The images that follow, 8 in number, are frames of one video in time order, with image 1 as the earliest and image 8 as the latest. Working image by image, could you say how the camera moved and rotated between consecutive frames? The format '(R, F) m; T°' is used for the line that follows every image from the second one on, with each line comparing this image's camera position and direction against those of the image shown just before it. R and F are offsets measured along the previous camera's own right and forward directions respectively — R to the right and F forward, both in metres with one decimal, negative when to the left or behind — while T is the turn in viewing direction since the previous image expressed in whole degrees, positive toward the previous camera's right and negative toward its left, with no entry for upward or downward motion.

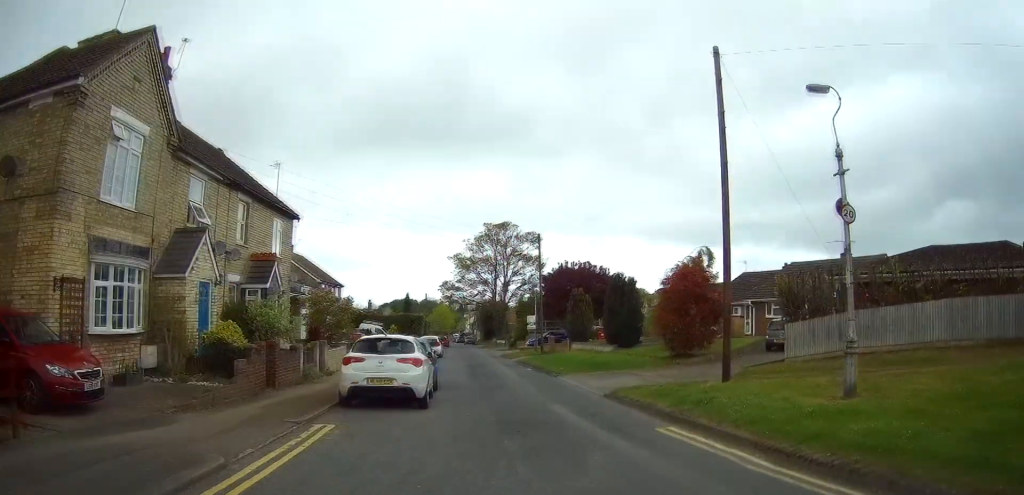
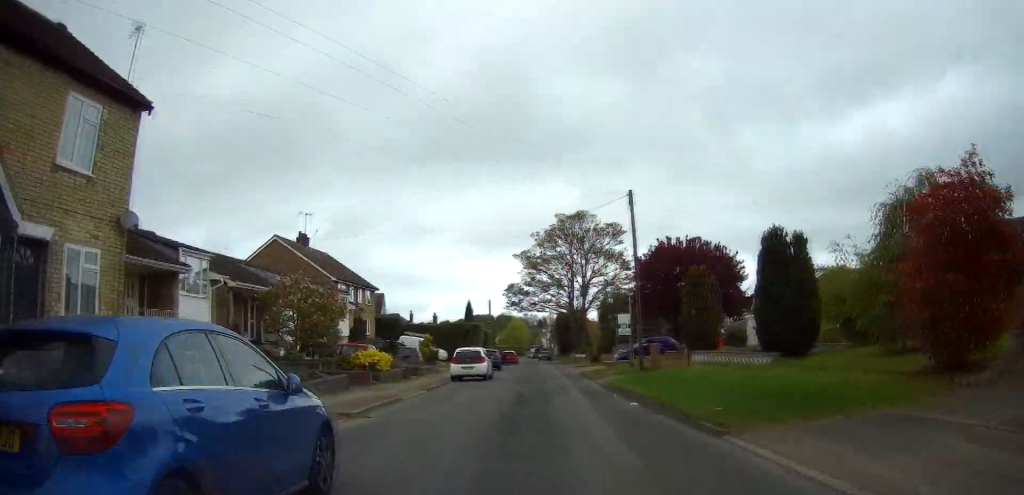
(+0.5, +16.4) m; -2°
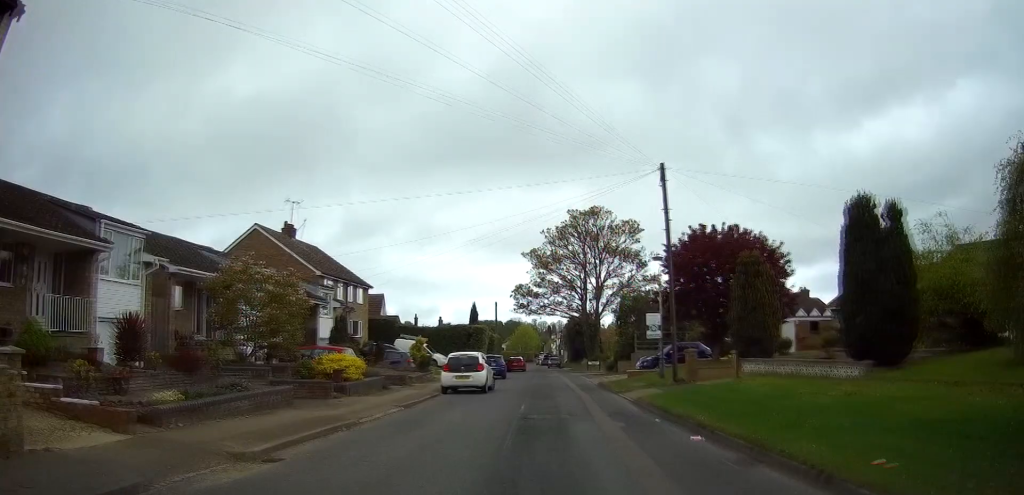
(-0.3, +5.9) m; -4°
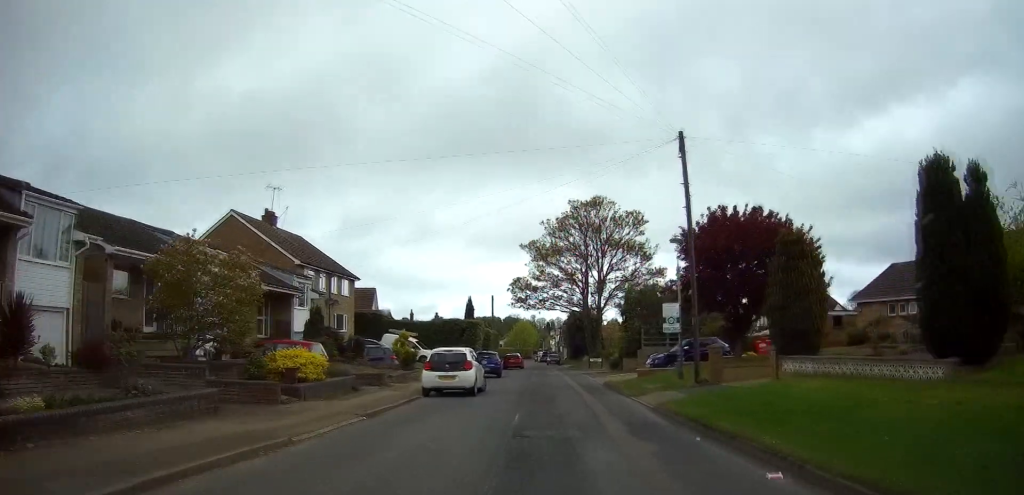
(-0.2, +3.9) m; -2°
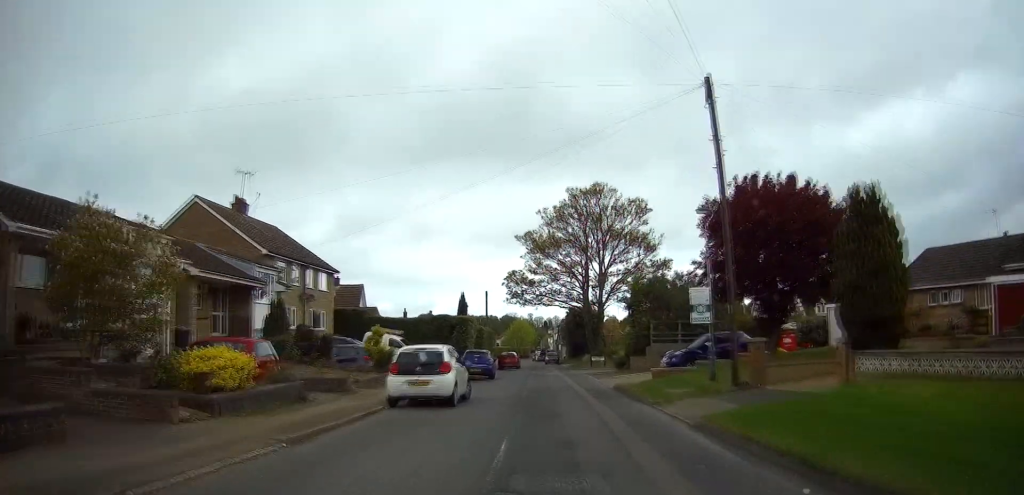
(0.0, +4.8) m; -1°
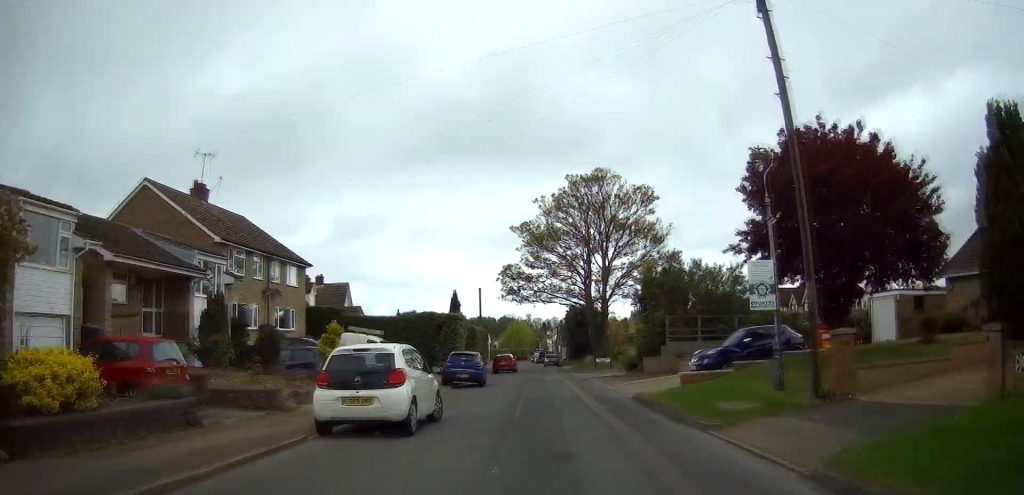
(0.0, +5.6) m; -1°
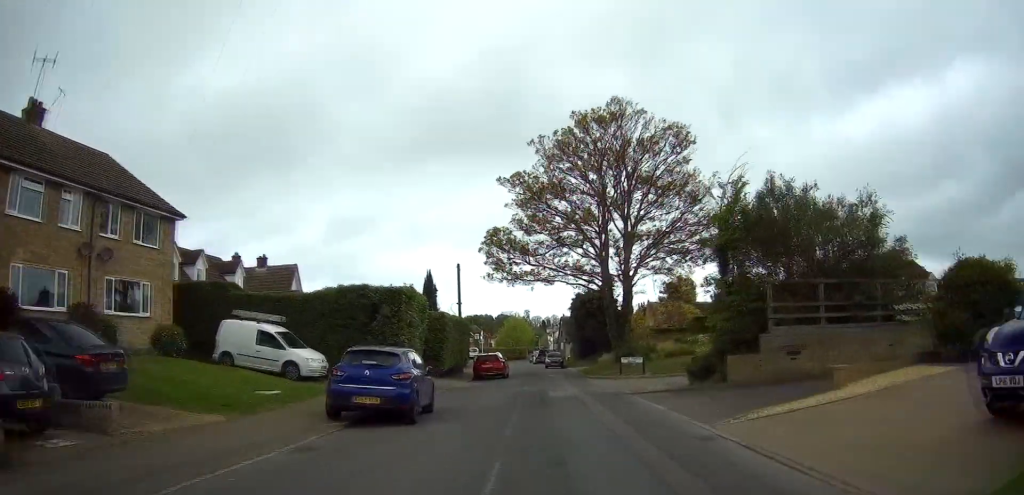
(-0.3, +16.4) m; +4°
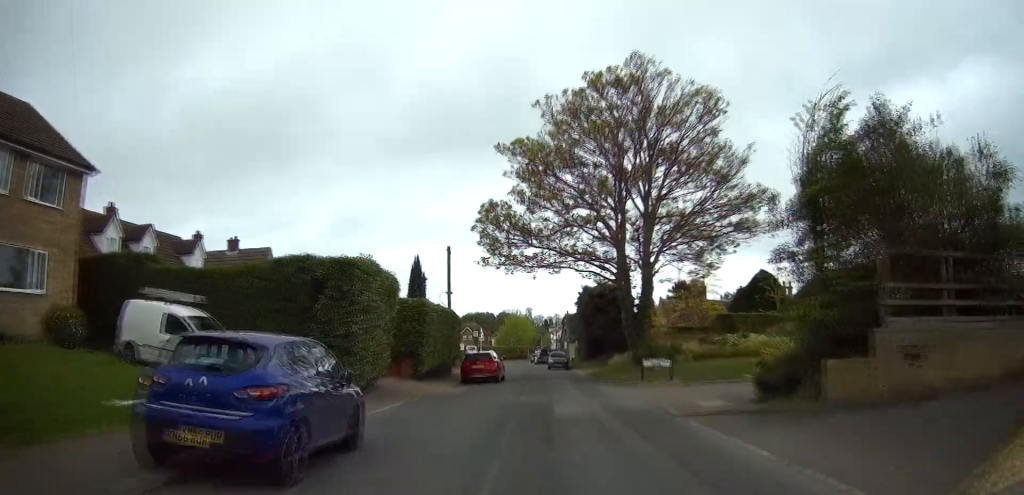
(+0.5, +6.9) m; +4°
